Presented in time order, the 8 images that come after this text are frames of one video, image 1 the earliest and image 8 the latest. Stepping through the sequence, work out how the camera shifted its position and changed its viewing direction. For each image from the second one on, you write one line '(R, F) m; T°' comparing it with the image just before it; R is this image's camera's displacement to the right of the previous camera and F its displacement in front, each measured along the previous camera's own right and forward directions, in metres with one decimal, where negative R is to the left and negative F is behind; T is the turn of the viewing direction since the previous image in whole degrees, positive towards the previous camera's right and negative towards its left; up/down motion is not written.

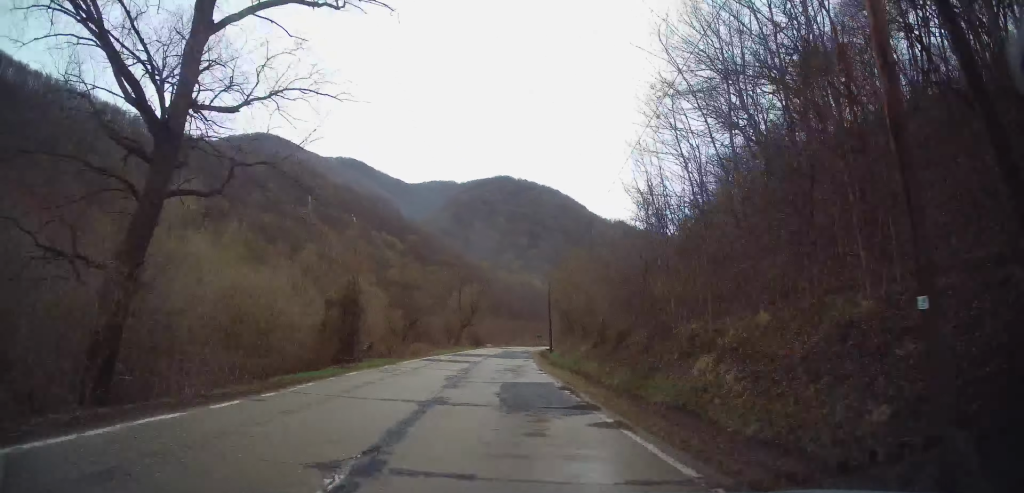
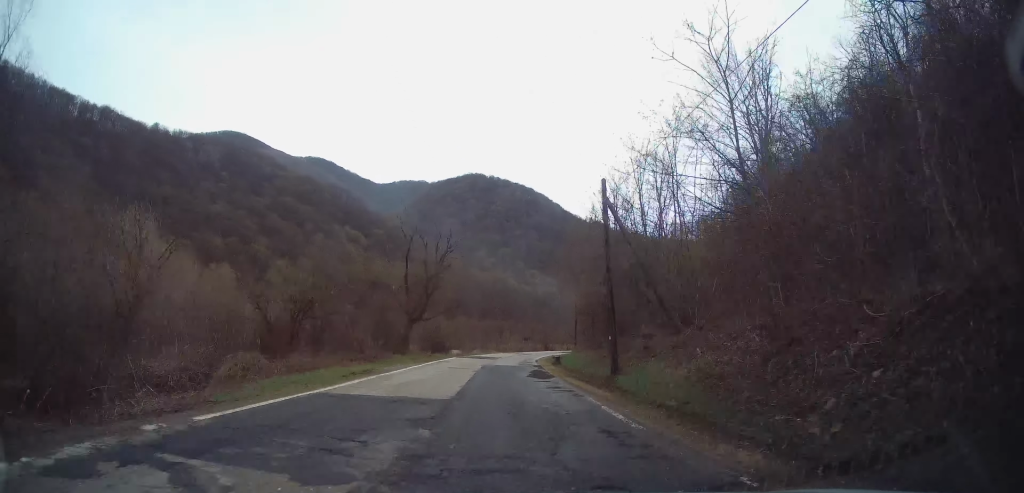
(+1.3, +34.2) m; +4°
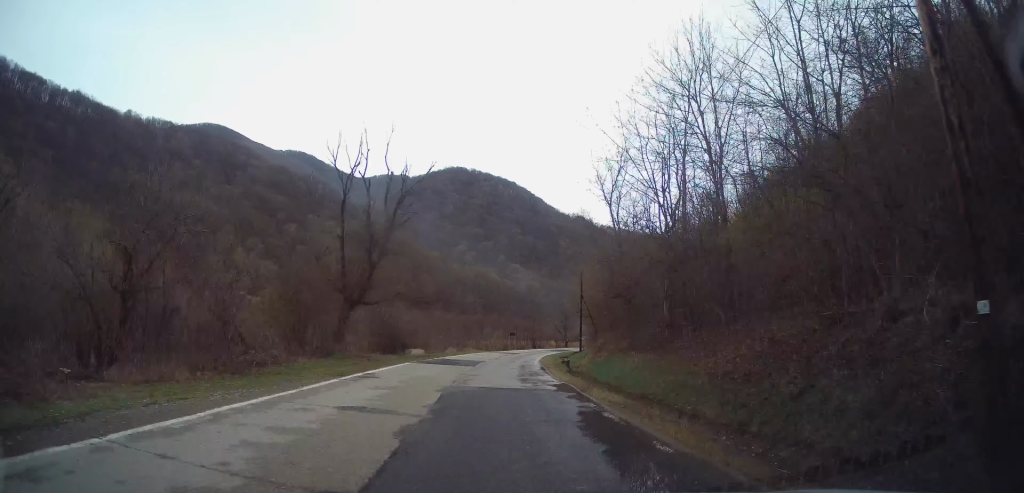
(+0.1, +16.9) m; +2°
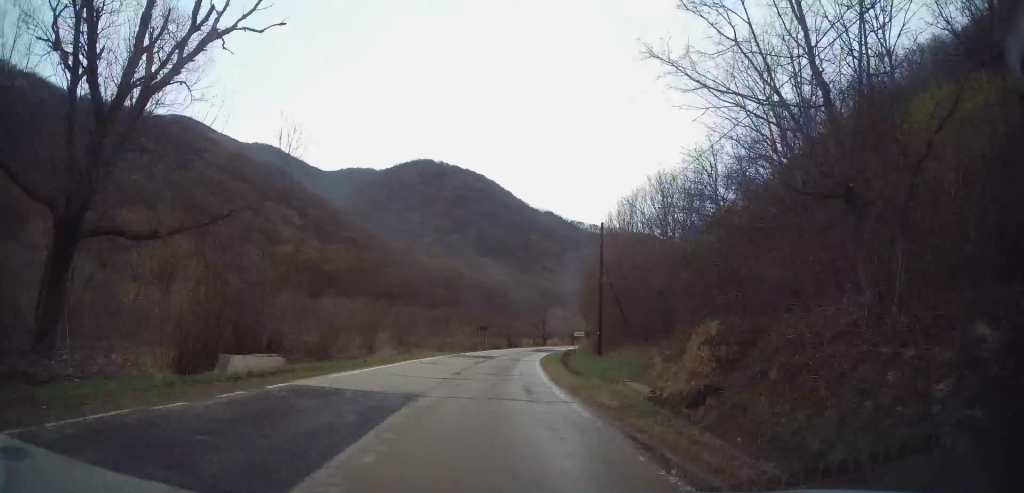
(+0.6, +21.7) m; +3°
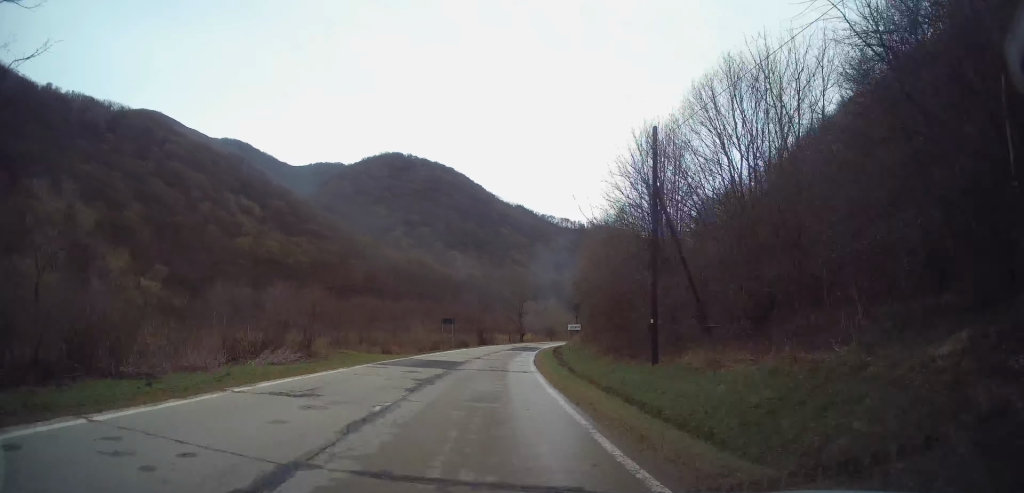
(+0.4, +15.0) m; +3°
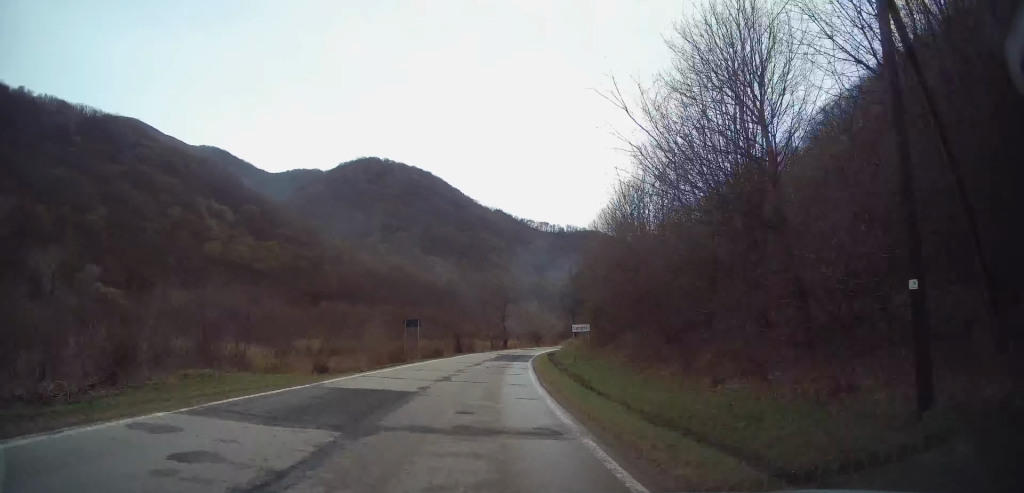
(+0.1, +12.3) m; +3°
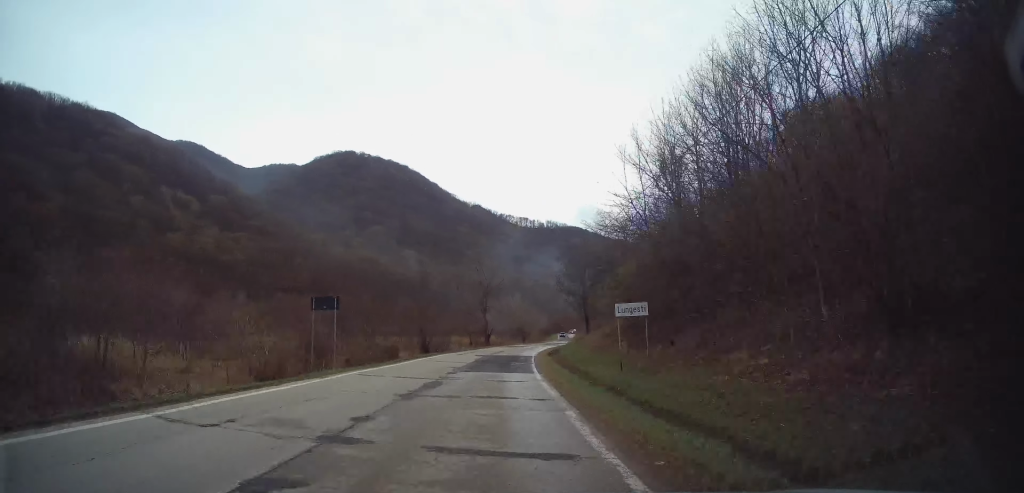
(+0.7, +16.5) m; +2°
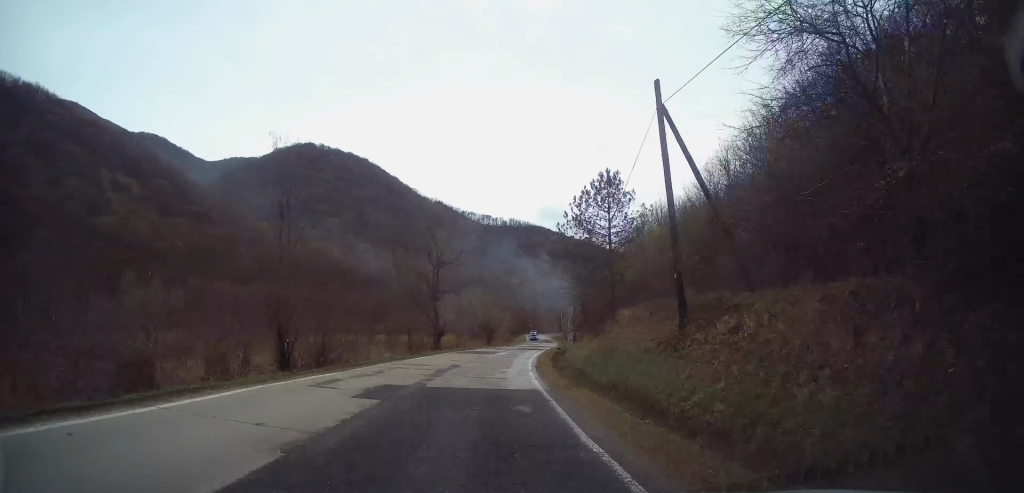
(+0.2, +24.6) m; +2°
